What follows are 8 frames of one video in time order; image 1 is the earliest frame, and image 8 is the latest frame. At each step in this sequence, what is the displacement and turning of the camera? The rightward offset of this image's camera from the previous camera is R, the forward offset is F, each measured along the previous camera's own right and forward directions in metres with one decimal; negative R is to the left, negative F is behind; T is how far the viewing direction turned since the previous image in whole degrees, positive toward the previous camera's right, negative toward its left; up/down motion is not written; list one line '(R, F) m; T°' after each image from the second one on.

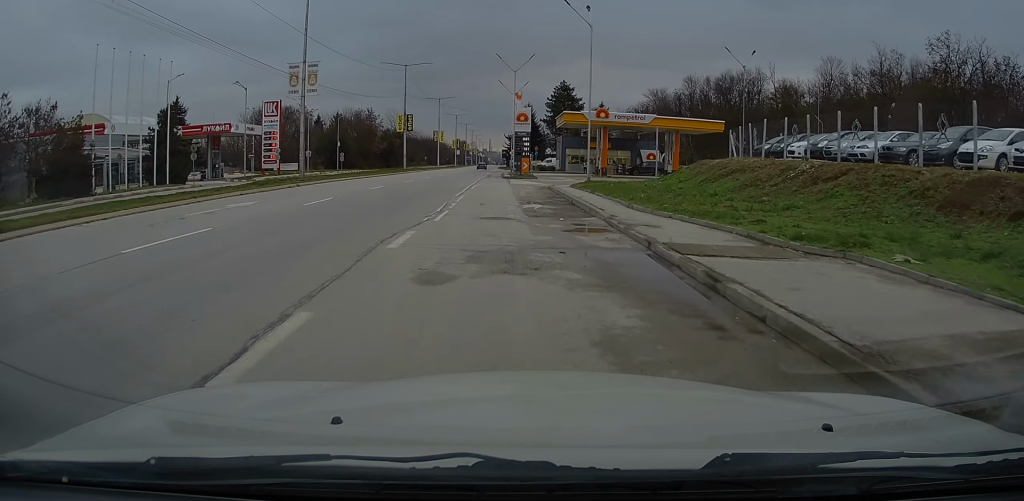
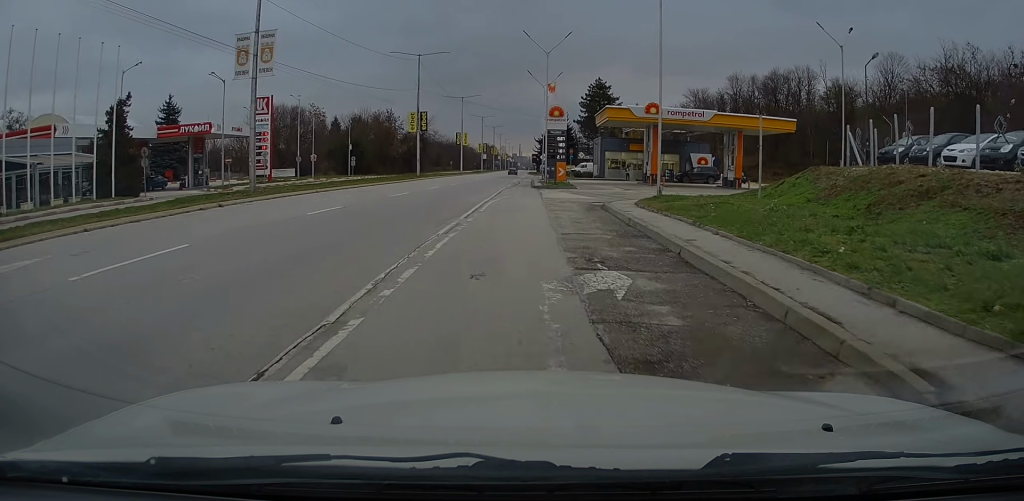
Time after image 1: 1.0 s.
(-0.2, +11.1) m; -2°
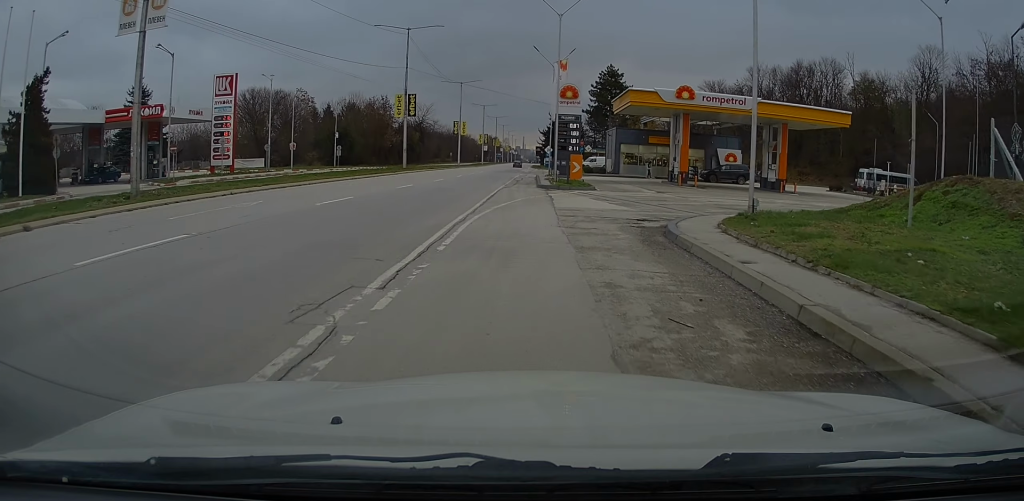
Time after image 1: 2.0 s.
(-0.2, +9.1) m; 0°
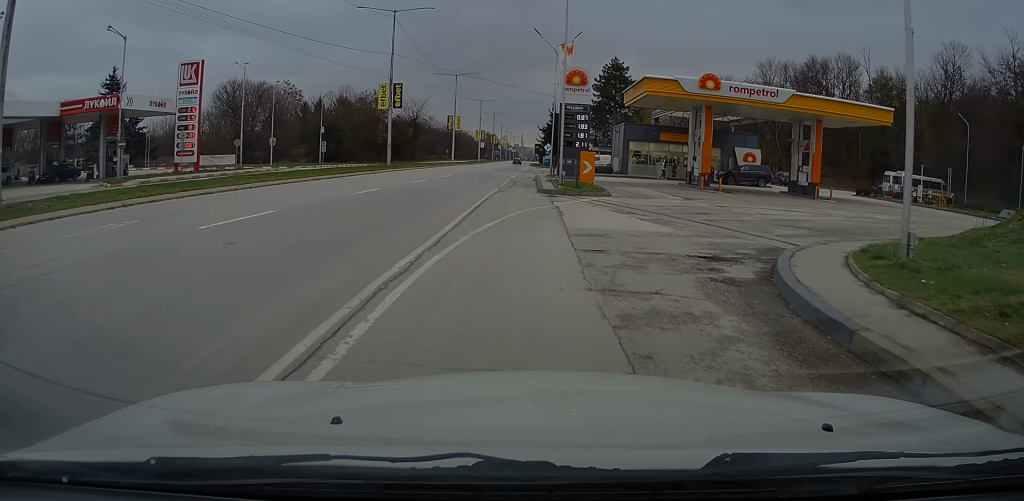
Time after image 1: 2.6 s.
(+0.3, +6.1) m; +1°
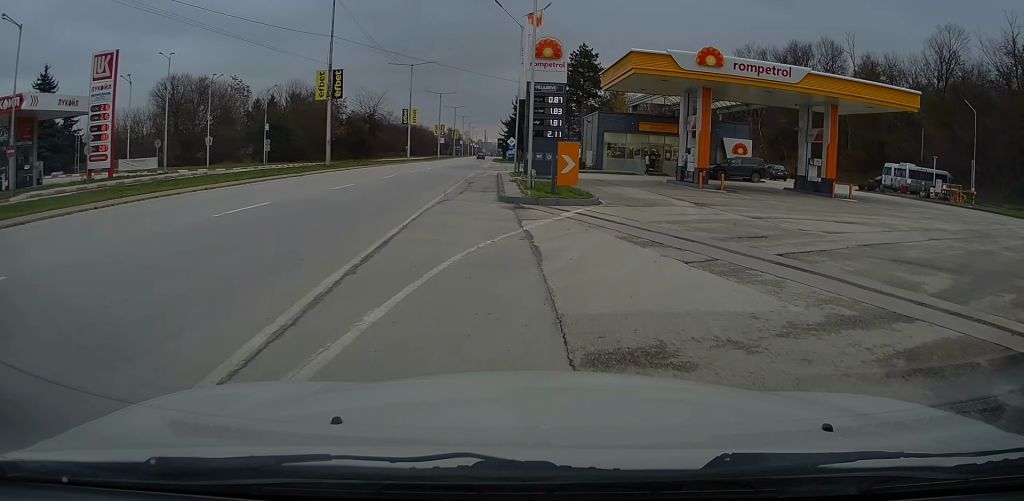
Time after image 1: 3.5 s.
(-0.1, +7.0) m; +3°
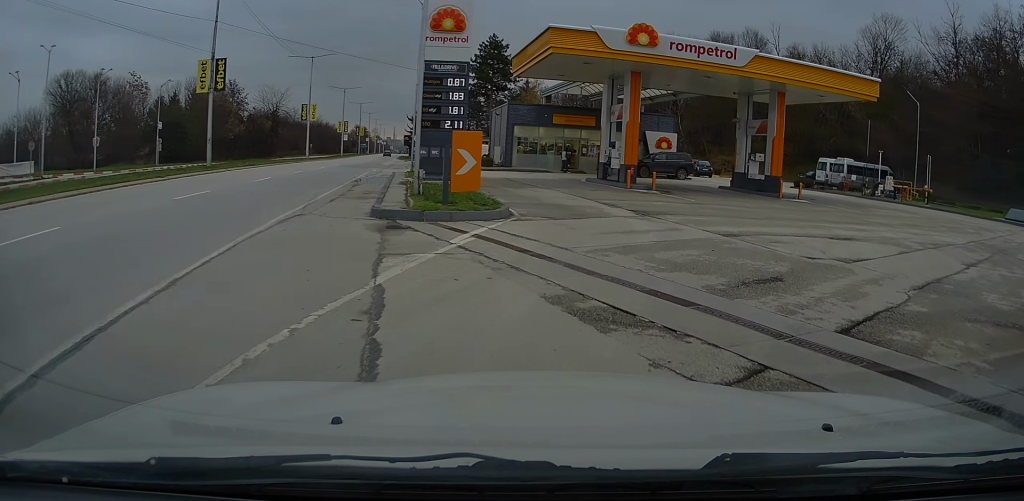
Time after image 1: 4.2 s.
(+0.3, +4.6) m; +7°
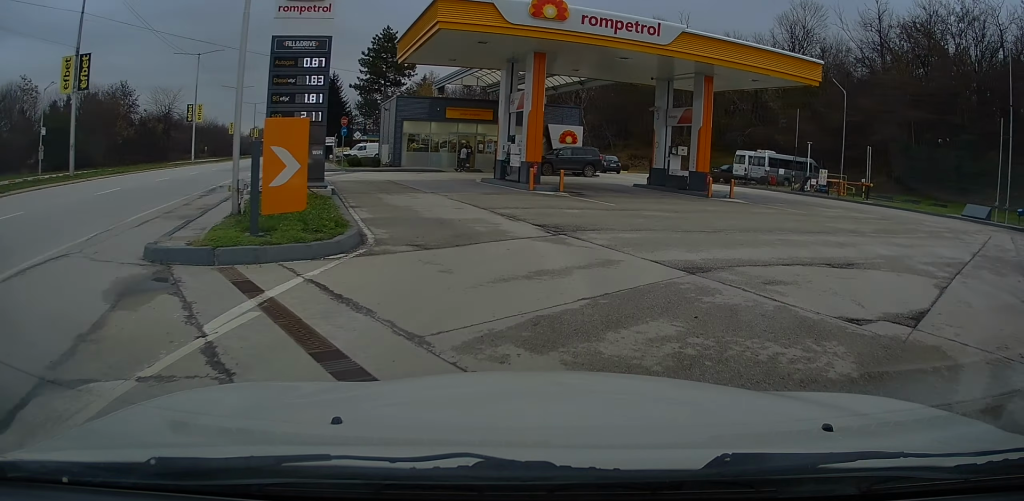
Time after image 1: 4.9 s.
(+0.3, +4.4) m; +8°
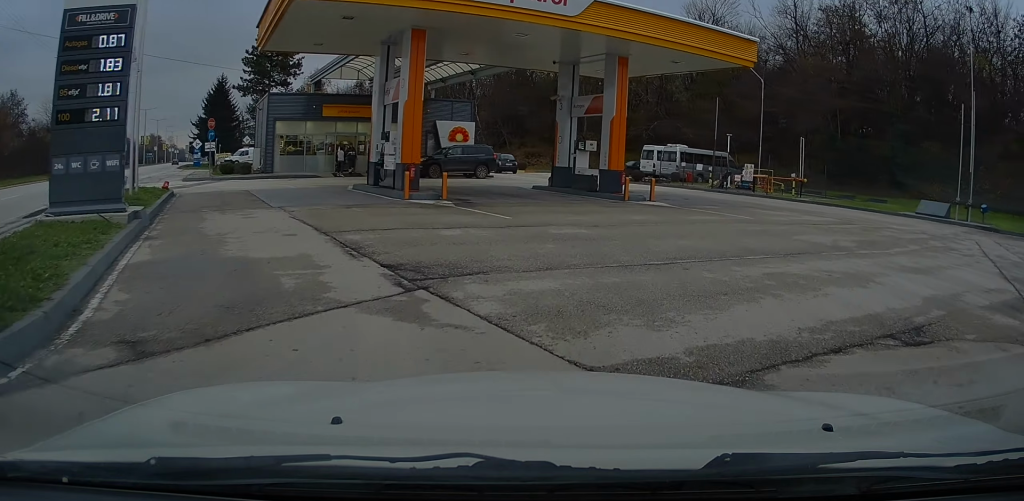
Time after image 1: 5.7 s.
(+0.4, +4.4) m; +9°
